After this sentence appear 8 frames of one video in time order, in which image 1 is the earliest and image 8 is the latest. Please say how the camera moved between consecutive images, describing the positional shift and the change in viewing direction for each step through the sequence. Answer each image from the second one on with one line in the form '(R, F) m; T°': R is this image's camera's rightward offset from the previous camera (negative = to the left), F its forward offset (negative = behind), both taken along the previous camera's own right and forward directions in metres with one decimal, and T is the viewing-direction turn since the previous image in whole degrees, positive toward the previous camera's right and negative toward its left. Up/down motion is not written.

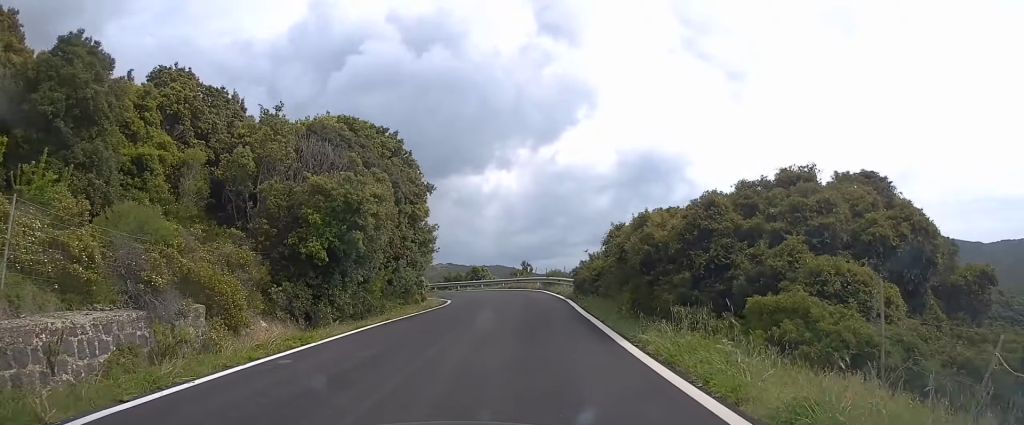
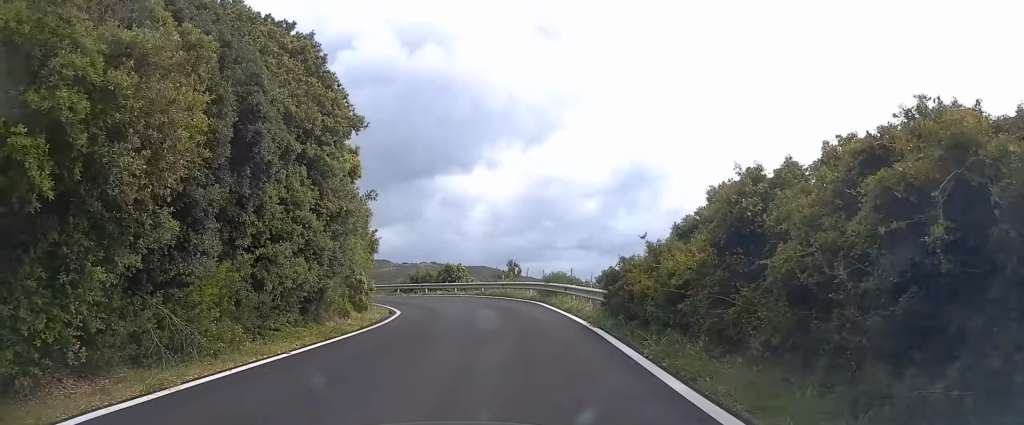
(+0.2, +12.1) m; +1°
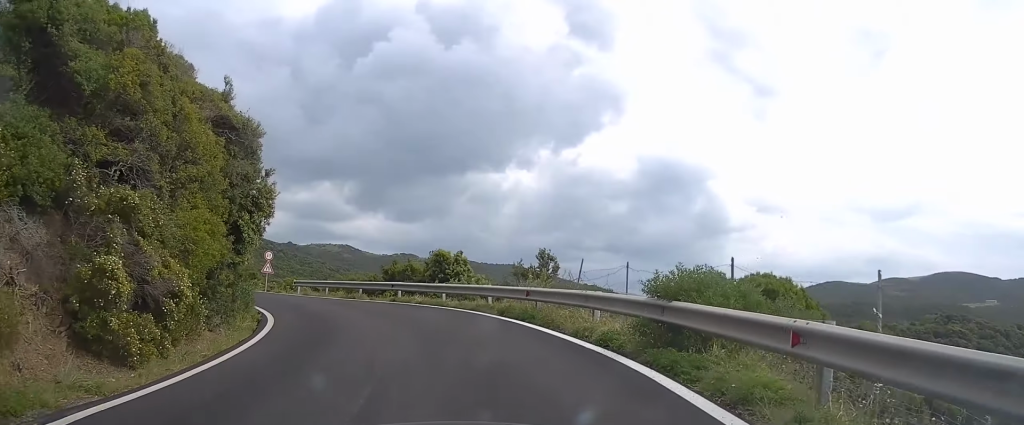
(-0.4, +17.7) m; -6°
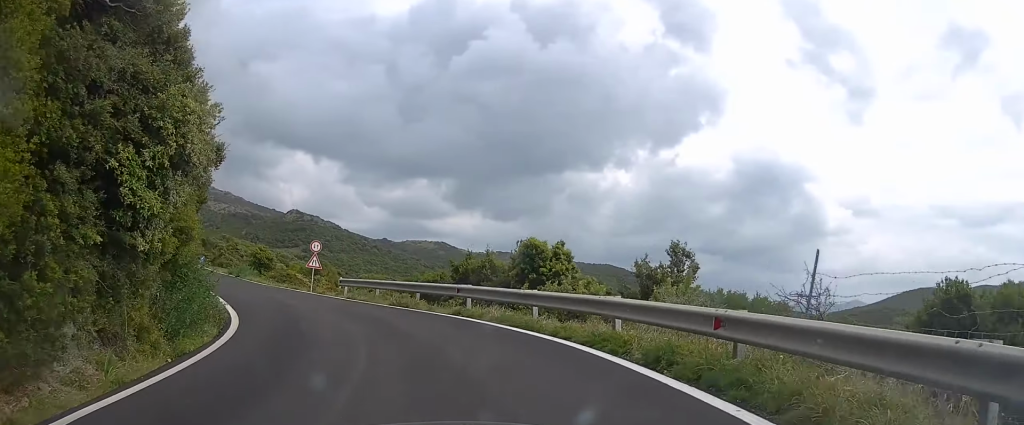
(-0.3, +8.7) m; -7°
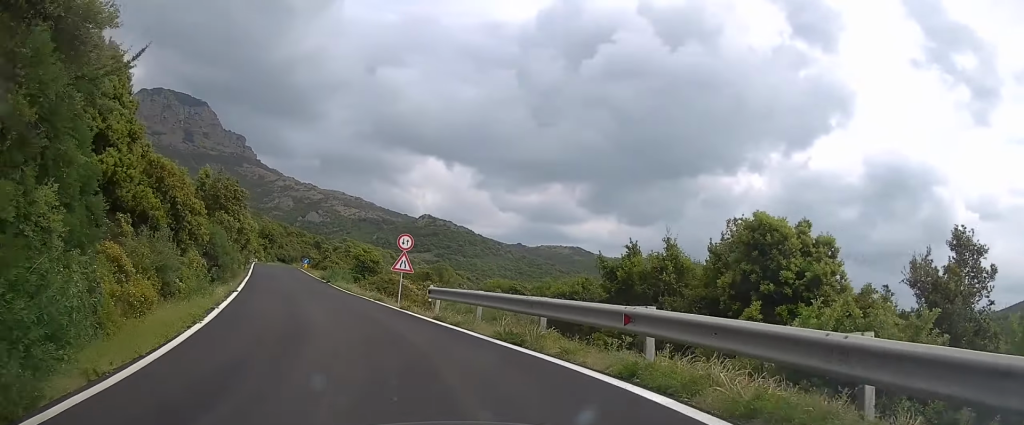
(-0.5, +9.2) m; -11°
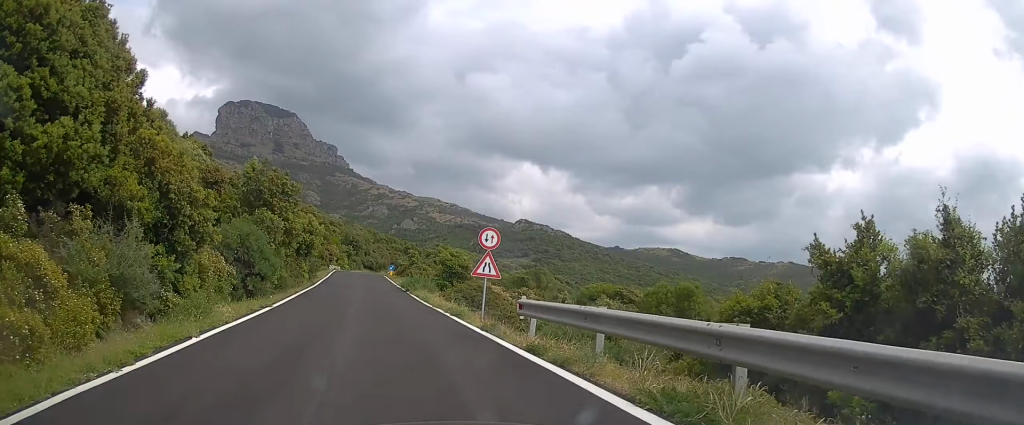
(-0.7, +5.6) m; -6°
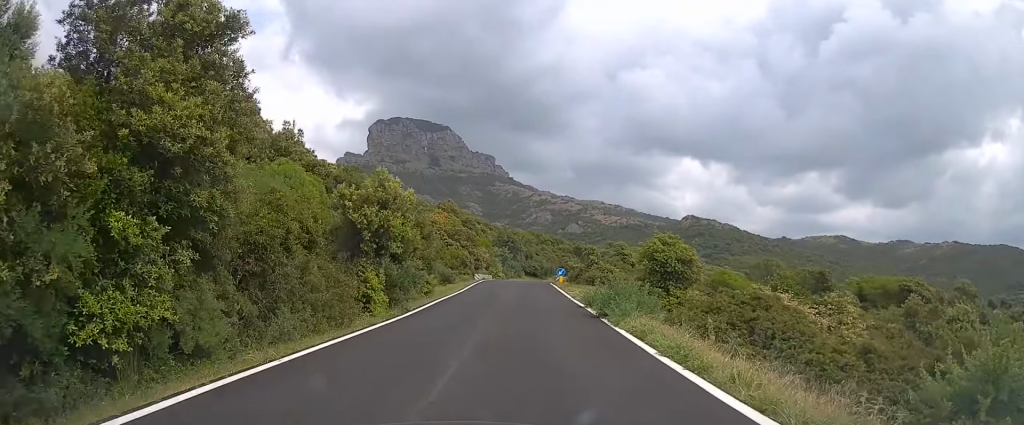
(-3.1, +18.9) m; -12°
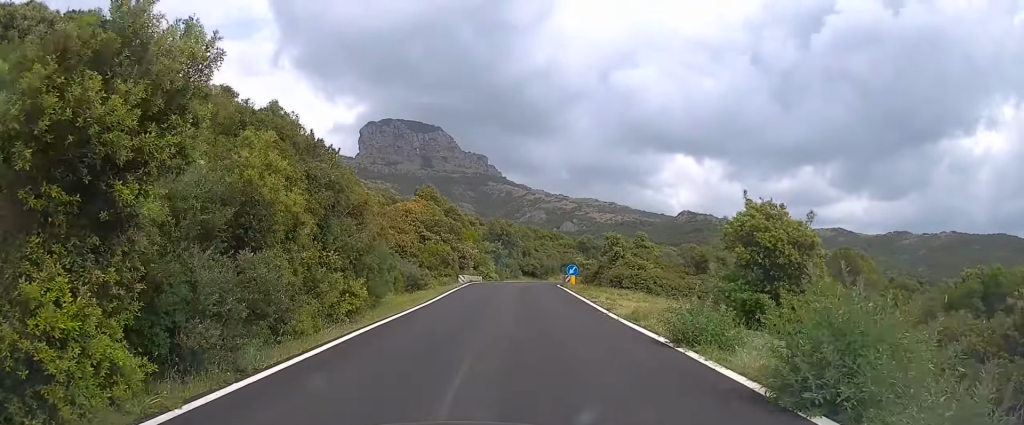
(0.0, +11.9) m; -1°
